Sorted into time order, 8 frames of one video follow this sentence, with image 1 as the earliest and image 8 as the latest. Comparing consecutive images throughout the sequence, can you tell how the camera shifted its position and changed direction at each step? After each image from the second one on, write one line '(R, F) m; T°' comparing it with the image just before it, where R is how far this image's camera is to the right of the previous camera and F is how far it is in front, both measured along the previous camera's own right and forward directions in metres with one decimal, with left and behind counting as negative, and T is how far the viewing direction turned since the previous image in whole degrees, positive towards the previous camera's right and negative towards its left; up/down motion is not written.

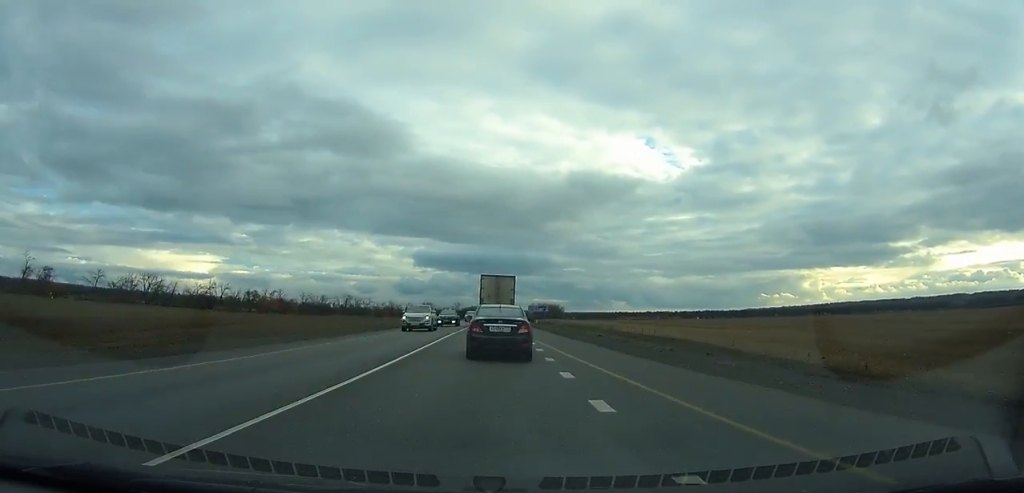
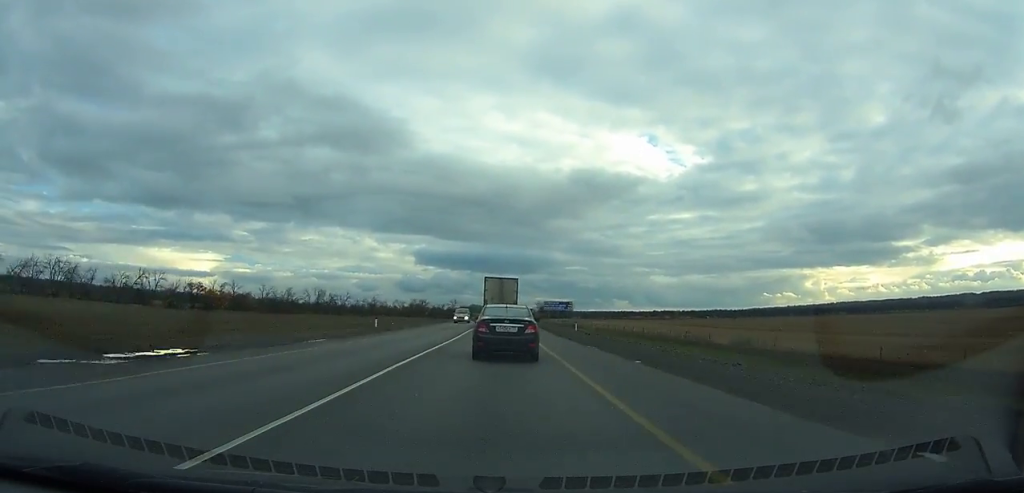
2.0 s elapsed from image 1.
(-0.1, +42.4) m; 0°
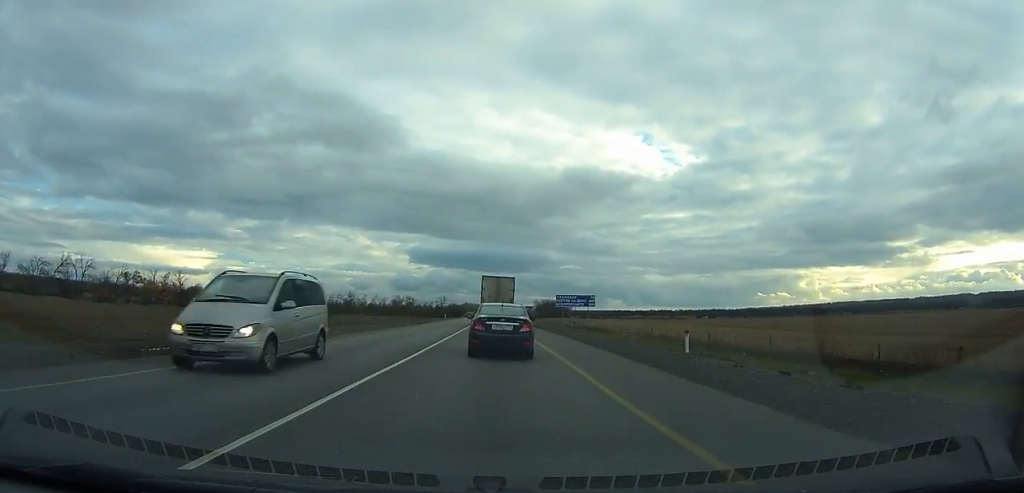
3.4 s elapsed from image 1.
(-0.1, +29.5) m; 0°
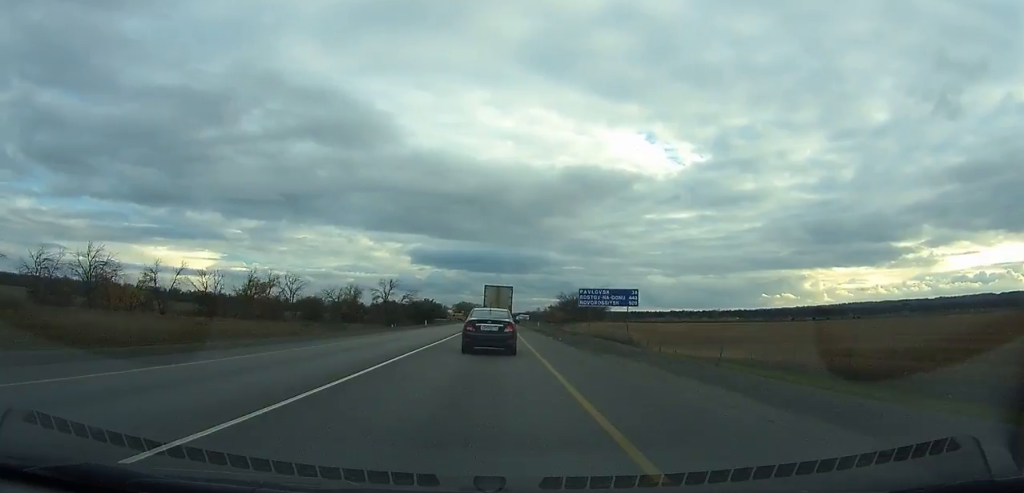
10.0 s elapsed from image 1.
(+0.7, +137.6) m; 0°
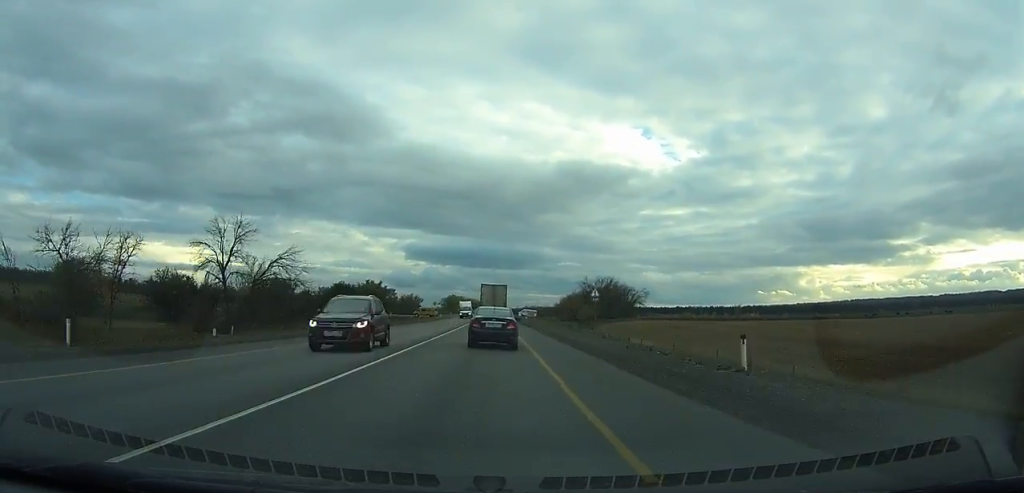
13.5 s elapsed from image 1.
(-0.2, +74.6) m; 0°
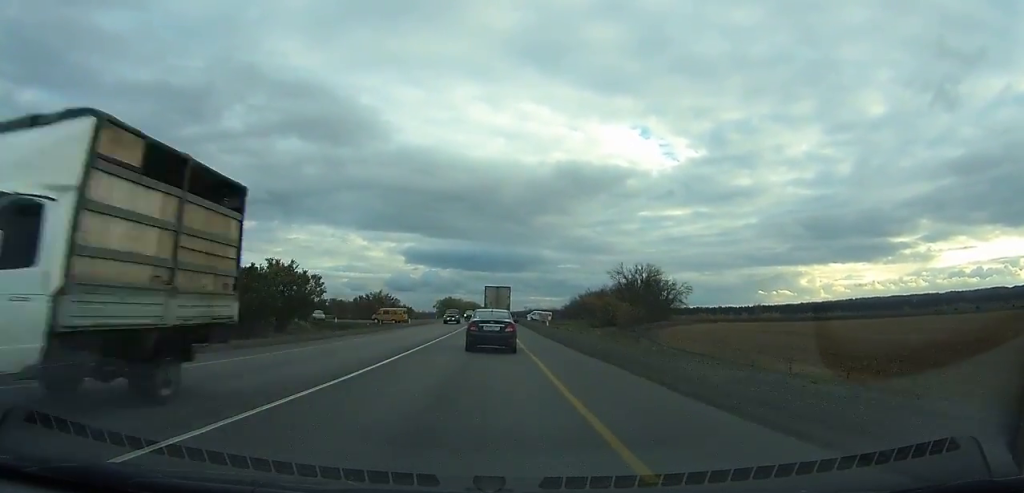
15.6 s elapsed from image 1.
(-0.1, +45.5) m; 0°
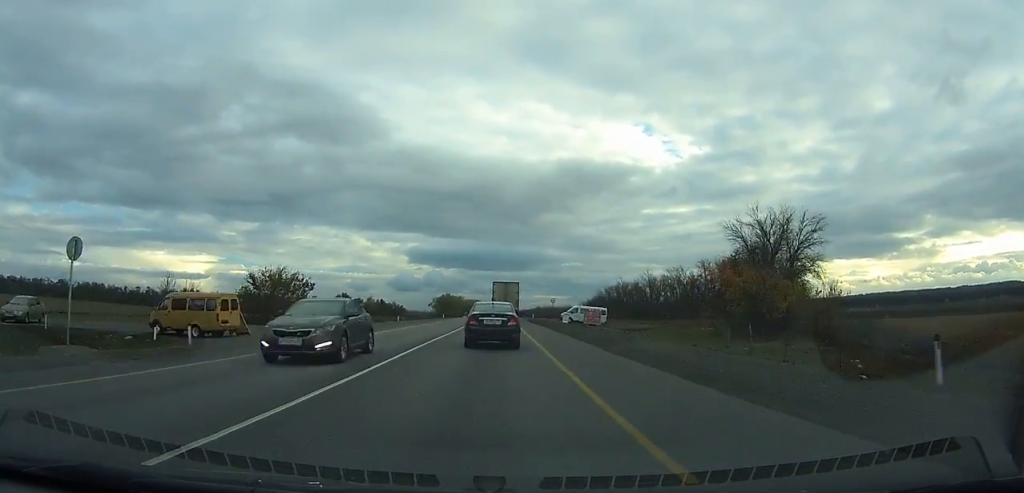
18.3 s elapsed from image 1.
(-0.2, +59.6) m; 0°
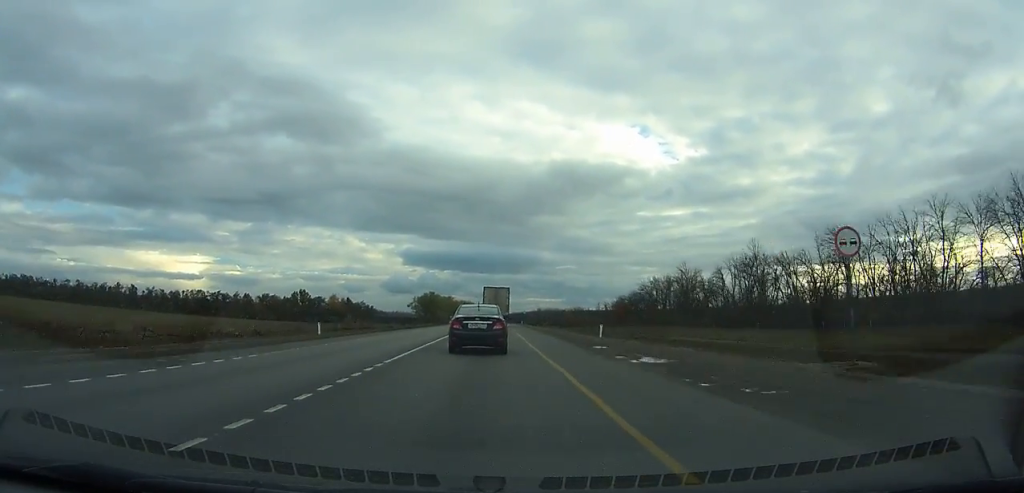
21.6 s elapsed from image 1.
(0.0, +73.7) m; 0°
